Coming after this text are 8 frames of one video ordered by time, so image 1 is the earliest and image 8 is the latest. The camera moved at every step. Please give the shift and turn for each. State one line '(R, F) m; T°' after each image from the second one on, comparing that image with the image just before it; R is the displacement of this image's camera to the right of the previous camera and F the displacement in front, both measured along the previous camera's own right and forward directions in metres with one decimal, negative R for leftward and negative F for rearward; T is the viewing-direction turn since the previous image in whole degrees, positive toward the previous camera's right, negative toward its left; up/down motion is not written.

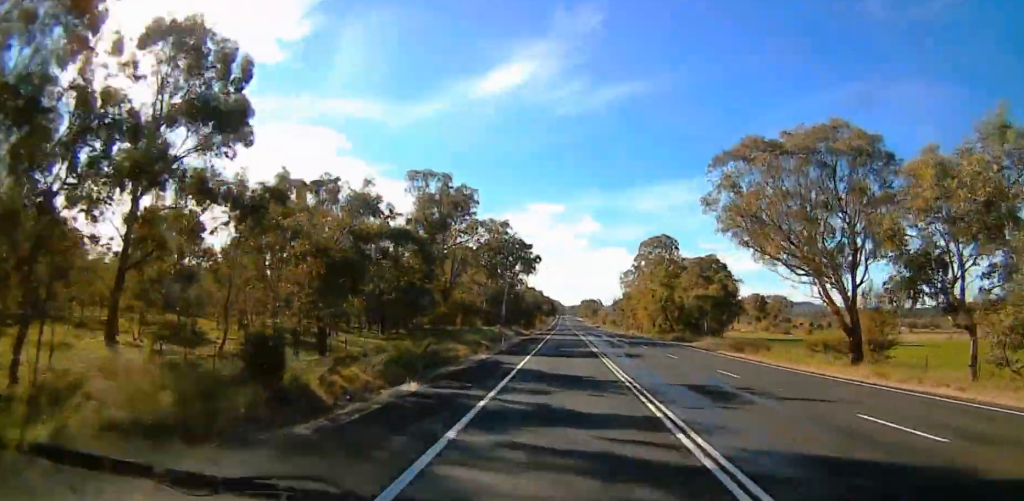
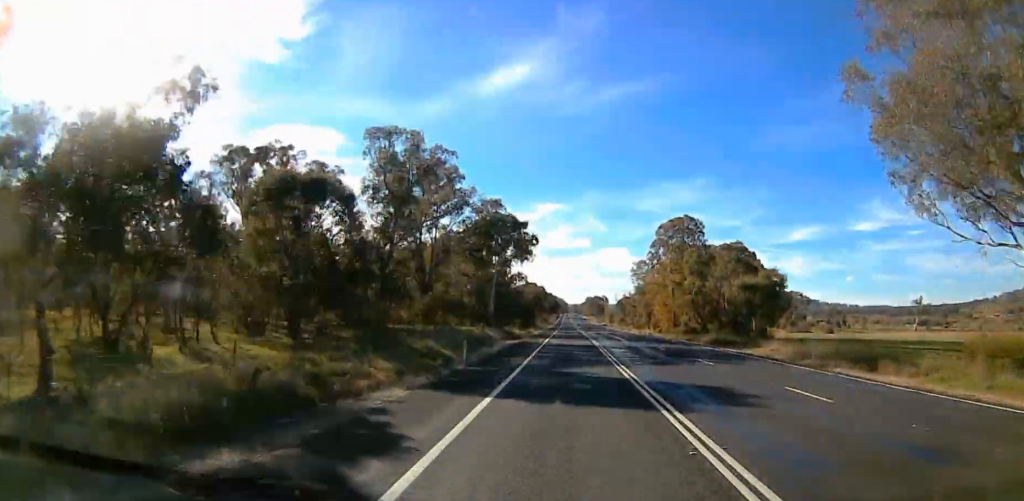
(+0.3, +16.7) m; -2°
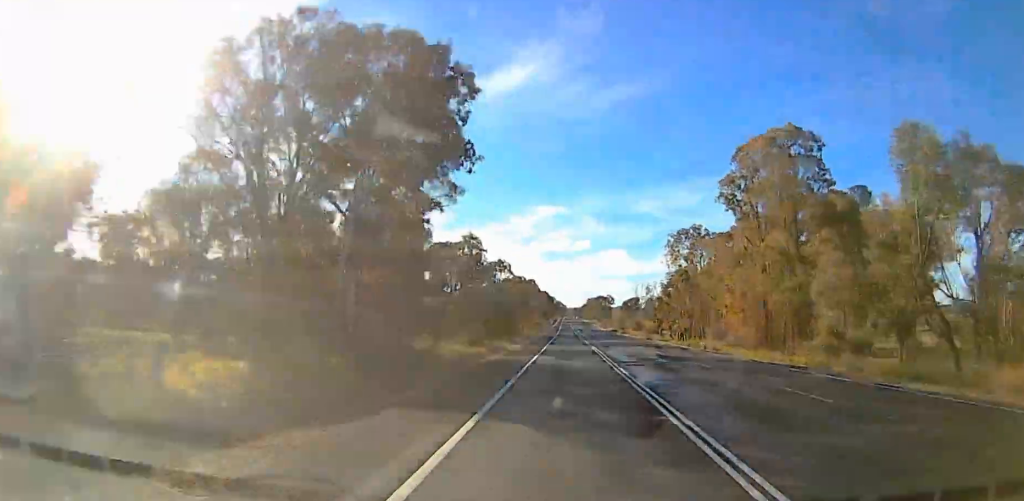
(-2.2, +35.1) m; 0°
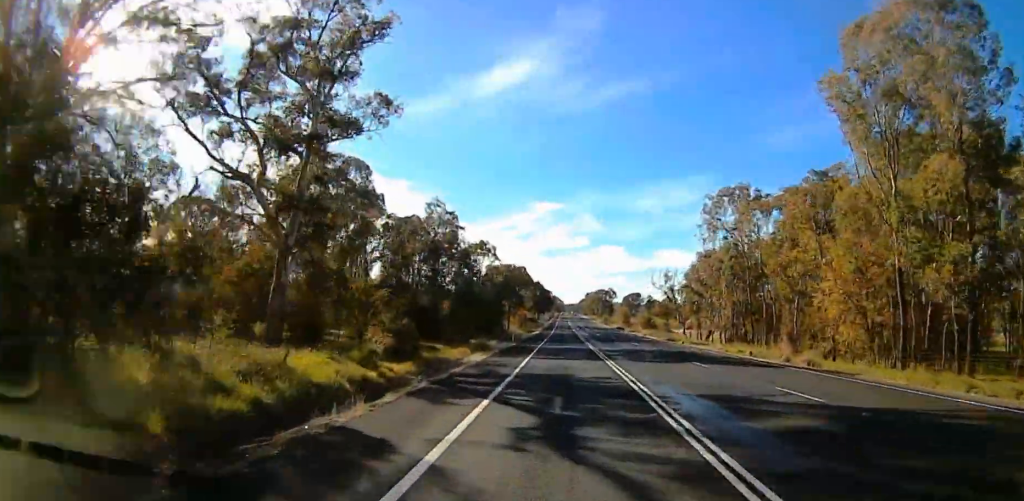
(+0.5, +23.6) m; +1°
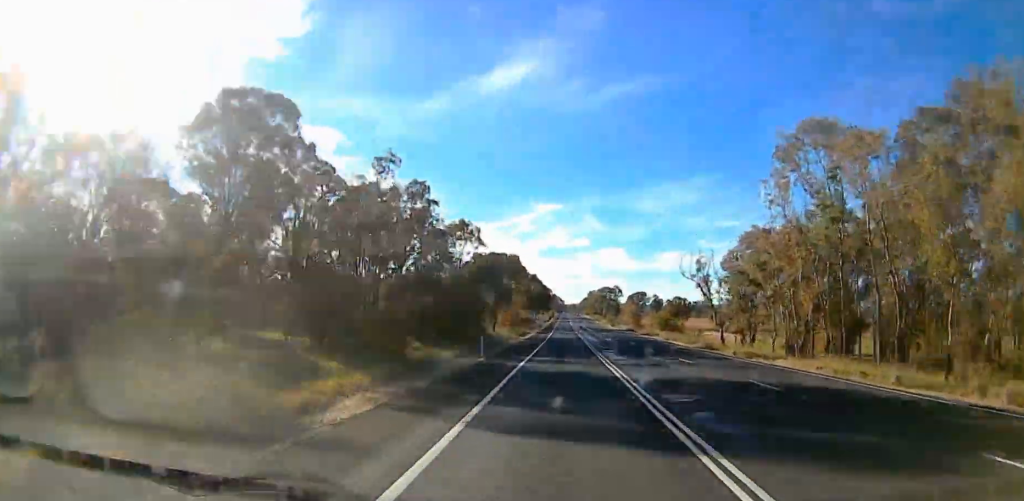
(+0.1, +22.7) m; +1°
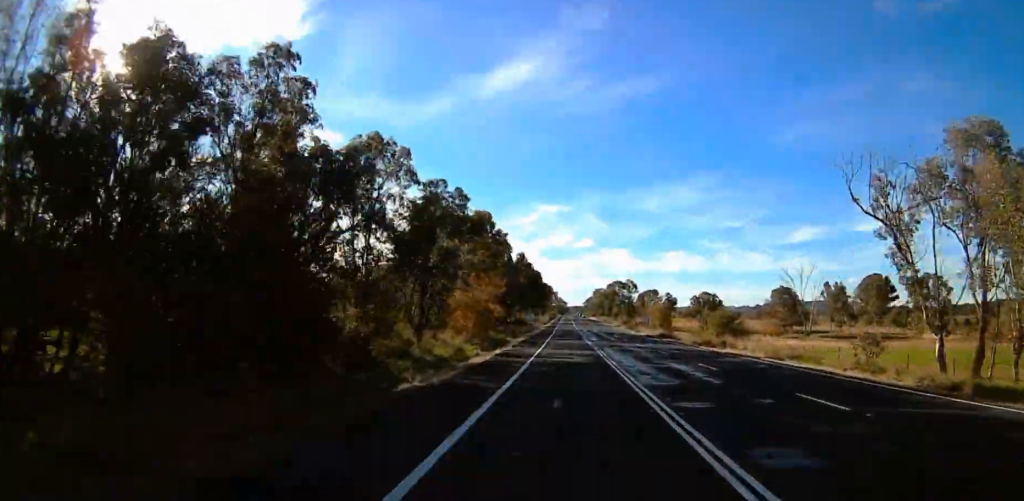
(+0.7, +42.4) m; +1°
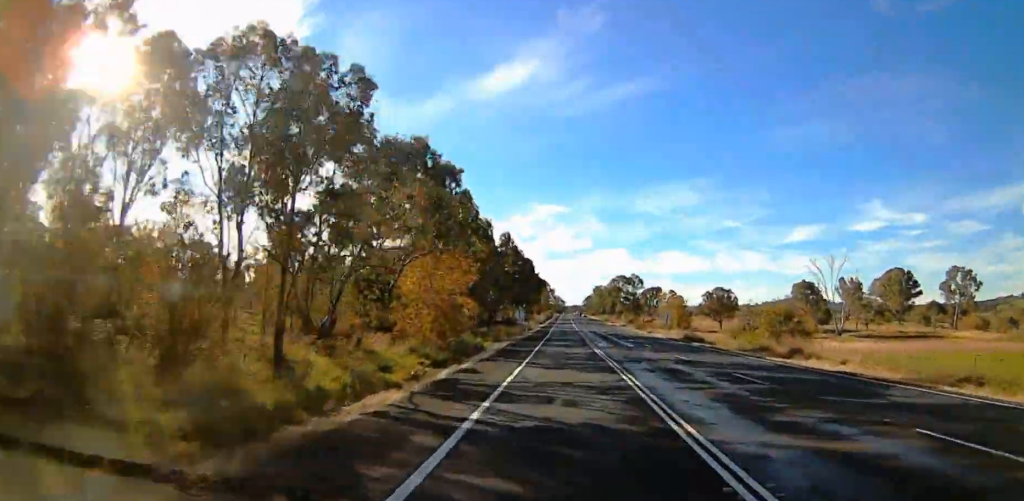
(-0.1, +14.6) m; -1°
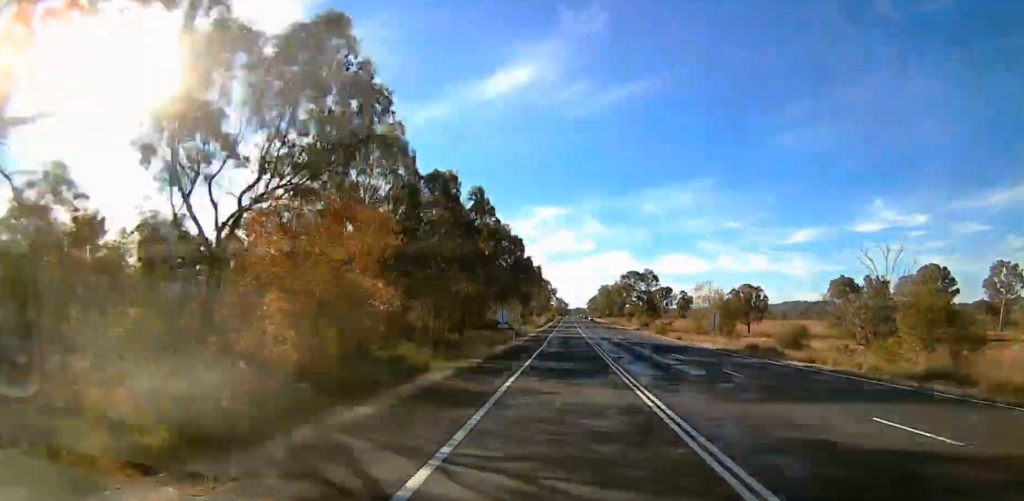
(-0.2, +18.3) m; -1°
